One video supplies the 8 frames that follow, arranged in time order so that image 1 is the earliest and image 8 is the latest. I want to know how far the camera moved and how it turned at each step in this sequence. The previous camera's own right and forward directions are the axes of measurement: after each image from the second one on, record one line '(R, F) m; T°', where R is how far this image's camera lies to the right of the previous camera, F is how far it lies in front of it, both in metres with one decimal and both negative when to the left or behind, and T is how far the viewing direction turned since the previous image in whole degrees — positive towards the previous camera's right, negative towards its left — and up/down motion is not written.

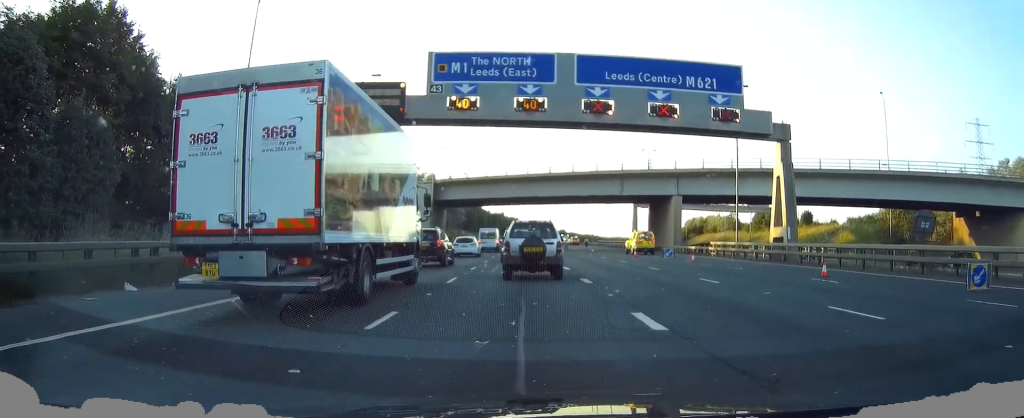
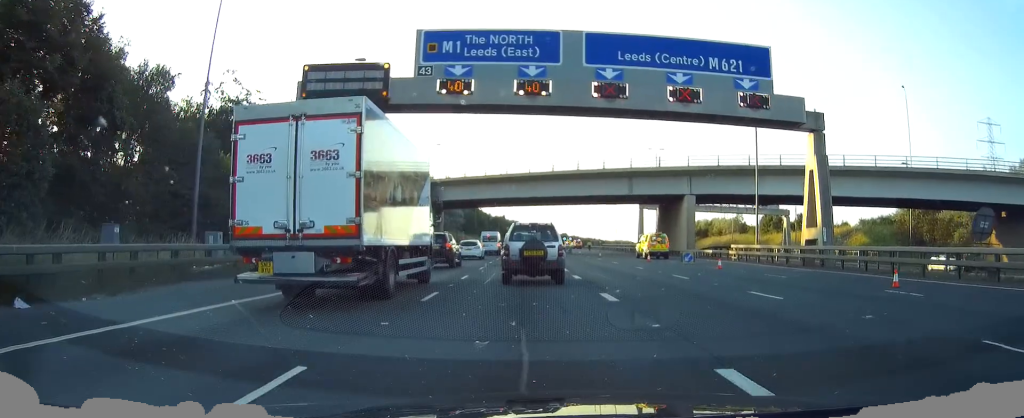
(-0.3, +9.2) m; -3°
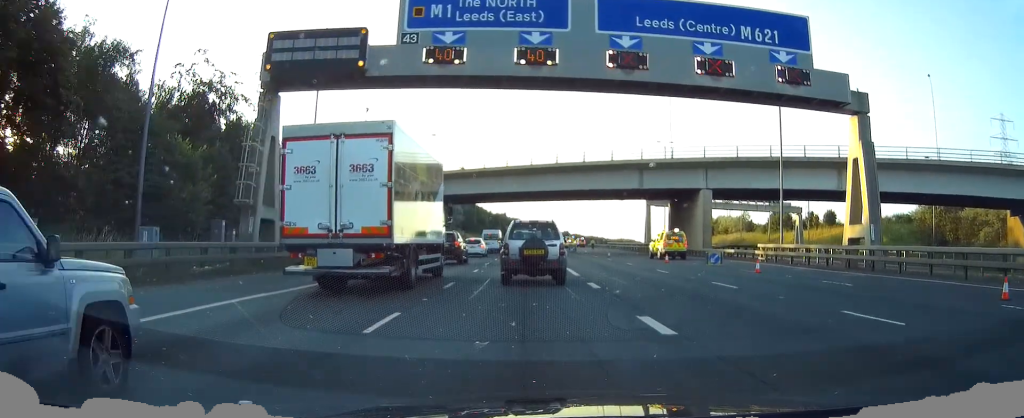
(-0.1, +8.6) m; -2°
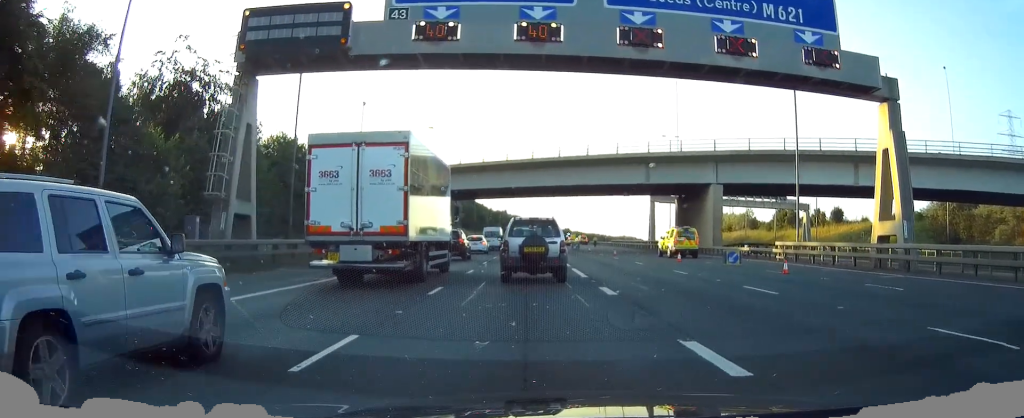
(-0.1, +4.4) m; -1°
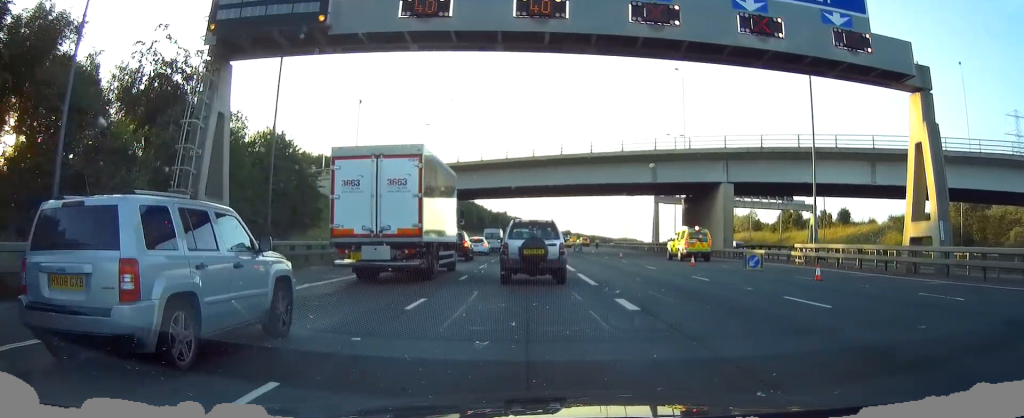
(-0.1, +4.4) m; -1°
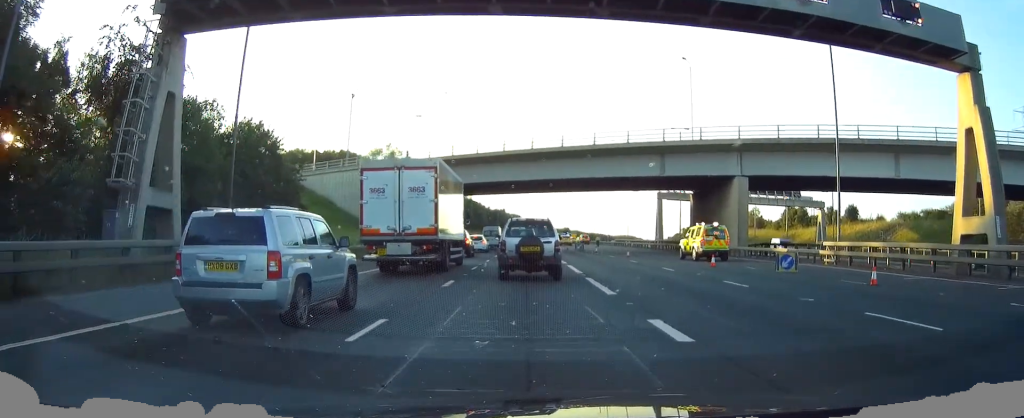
(0.0, +5.7) m; 0°
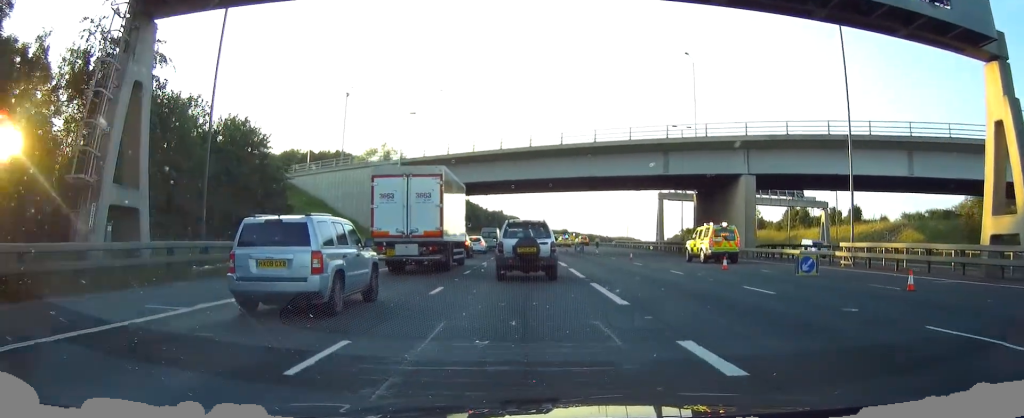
(0.0, +2.7) m; 0°
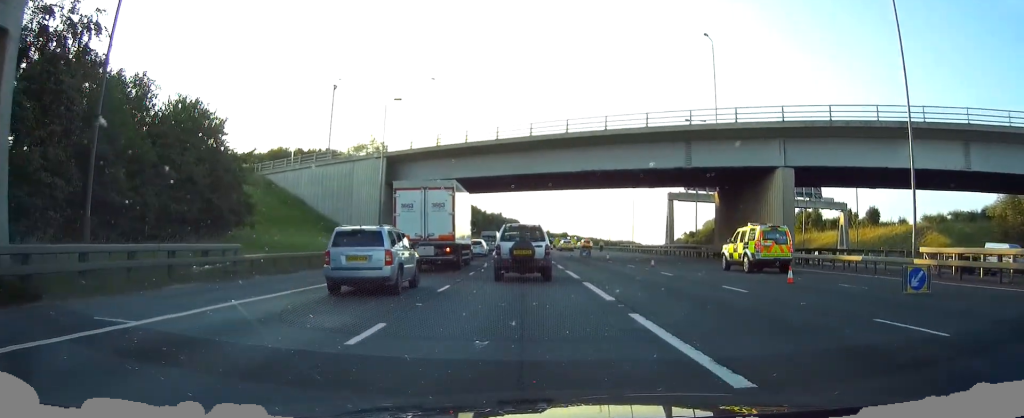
(0.0, +7.6) m; 0°
